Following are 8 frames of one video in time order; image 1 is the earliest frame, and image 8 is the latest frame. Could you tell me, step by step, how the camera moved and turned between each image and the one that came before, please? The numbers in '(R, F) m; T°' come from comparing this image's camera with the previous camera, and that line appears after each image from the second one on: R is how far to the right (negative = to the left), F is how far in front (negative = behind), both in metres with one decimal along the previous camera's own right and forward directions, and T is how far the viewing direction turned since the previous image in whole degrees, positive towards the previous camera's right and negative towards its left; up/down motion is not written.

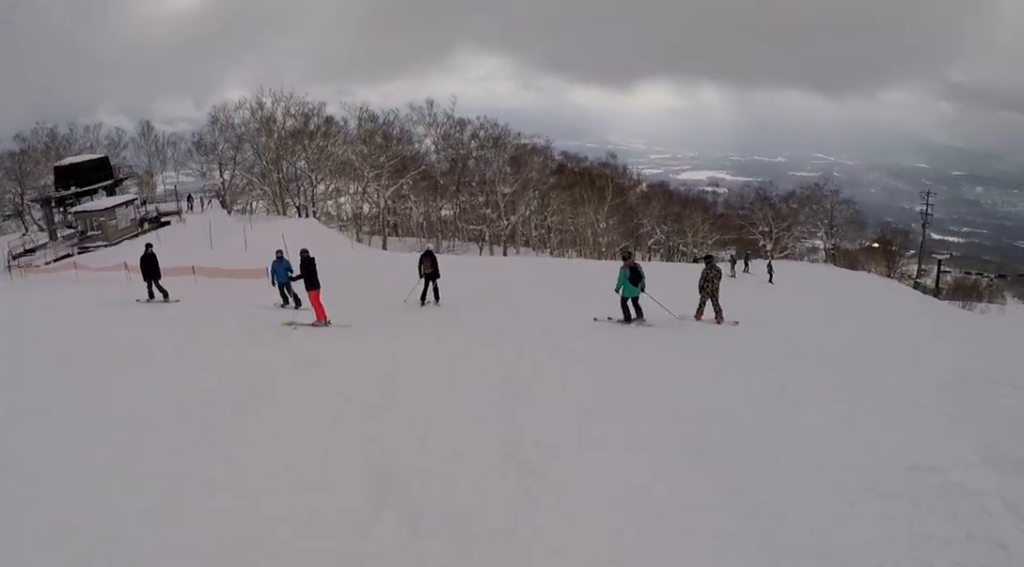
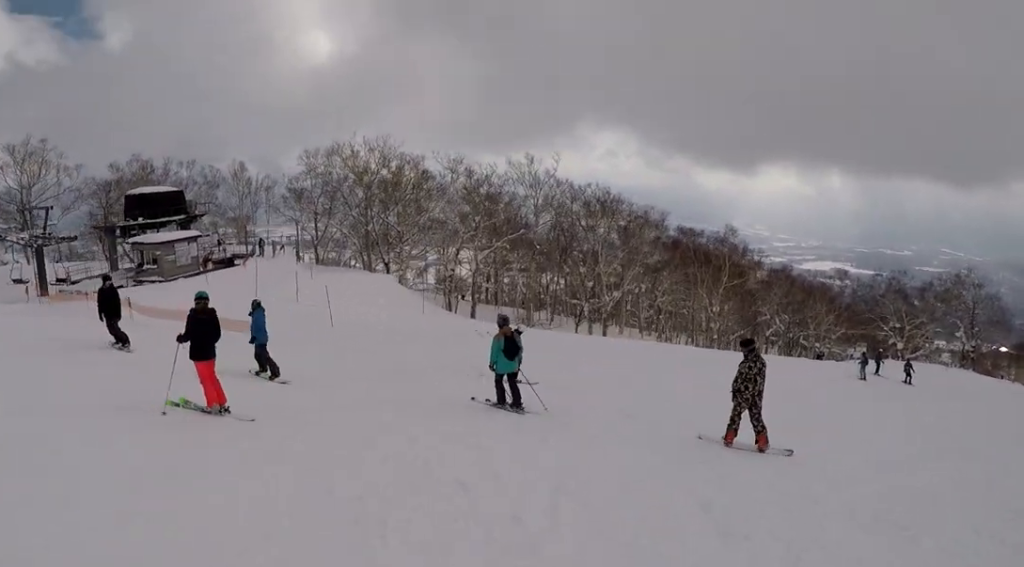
(-0.6, +5.8) m; -11°
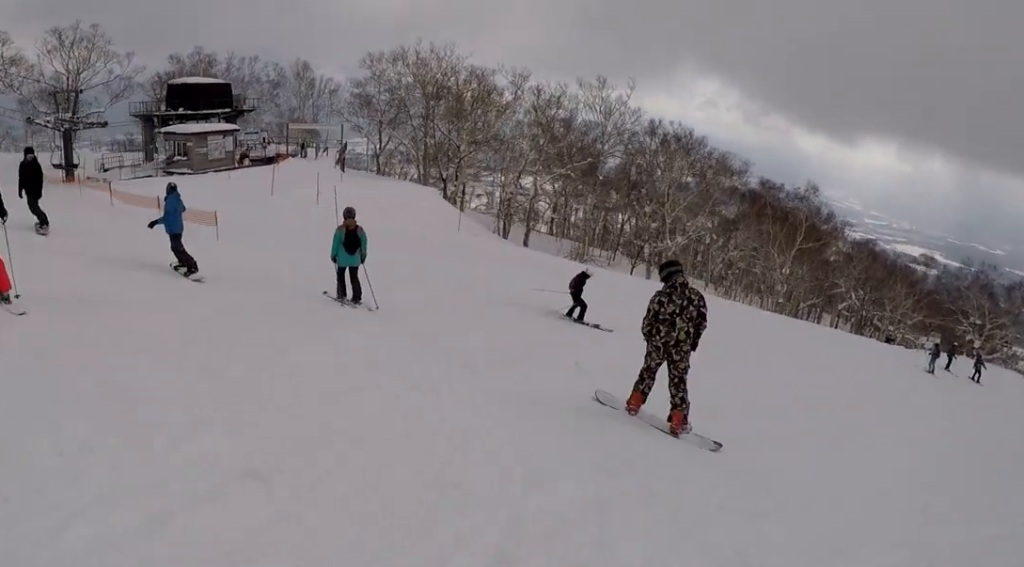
(+0.3, +3.2) m; -11°
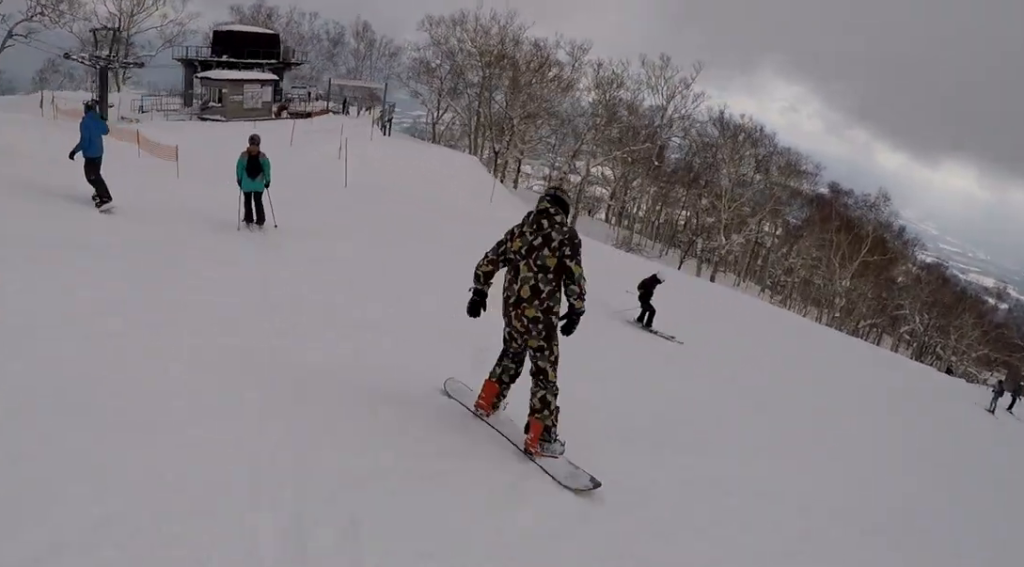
(-0.1, +2.0) m; -10°
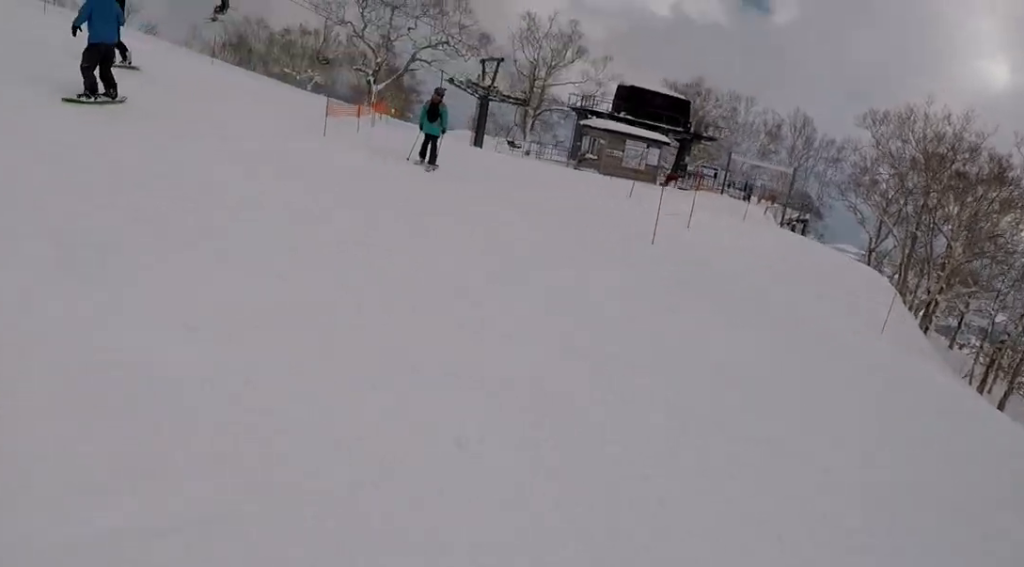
(-2.0, +4.9) m; -27°
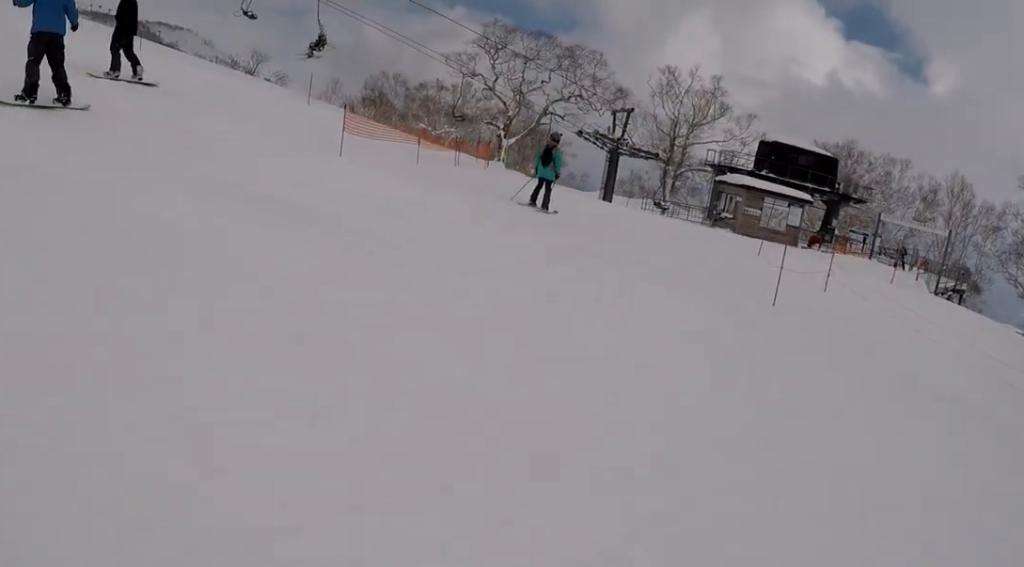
(-0.2, +2.4) m; -3°
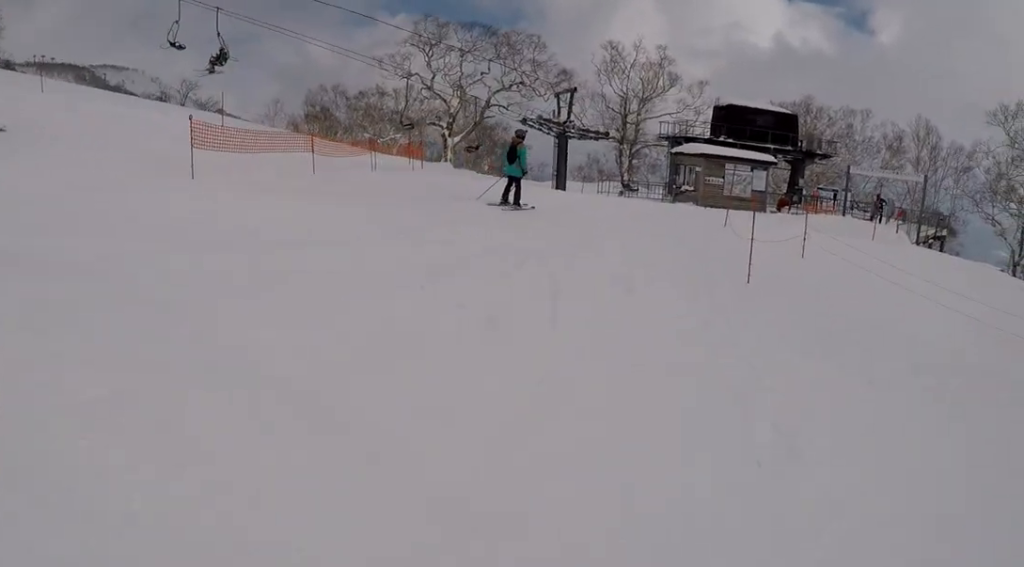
(0.0, +1.7) m; -1°
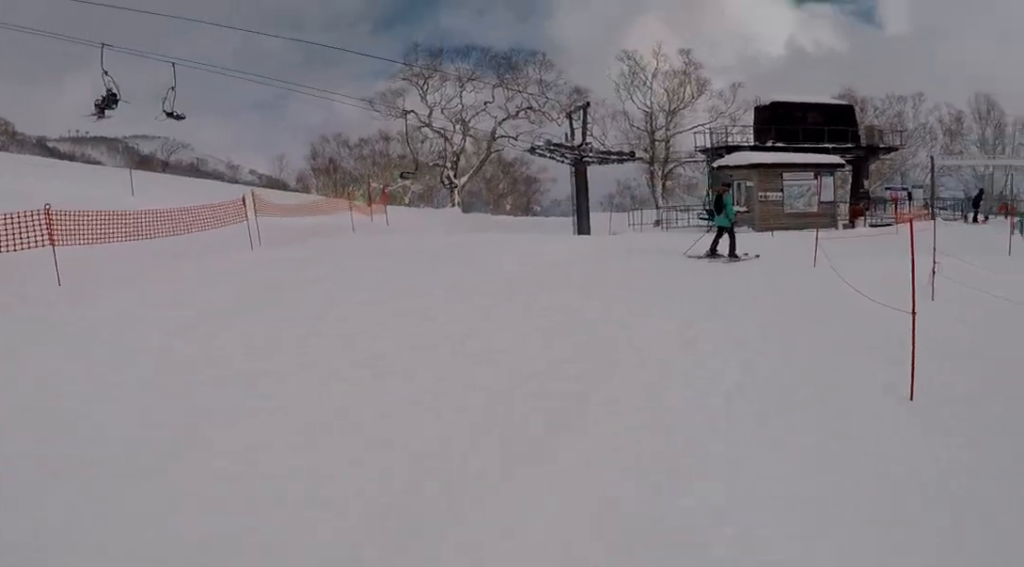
(0.0, +5.5) m; 0°
